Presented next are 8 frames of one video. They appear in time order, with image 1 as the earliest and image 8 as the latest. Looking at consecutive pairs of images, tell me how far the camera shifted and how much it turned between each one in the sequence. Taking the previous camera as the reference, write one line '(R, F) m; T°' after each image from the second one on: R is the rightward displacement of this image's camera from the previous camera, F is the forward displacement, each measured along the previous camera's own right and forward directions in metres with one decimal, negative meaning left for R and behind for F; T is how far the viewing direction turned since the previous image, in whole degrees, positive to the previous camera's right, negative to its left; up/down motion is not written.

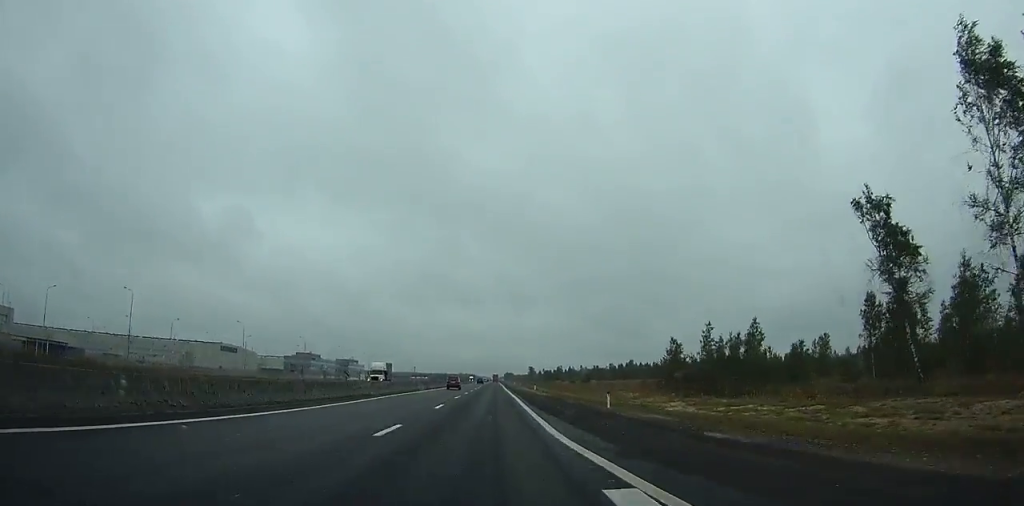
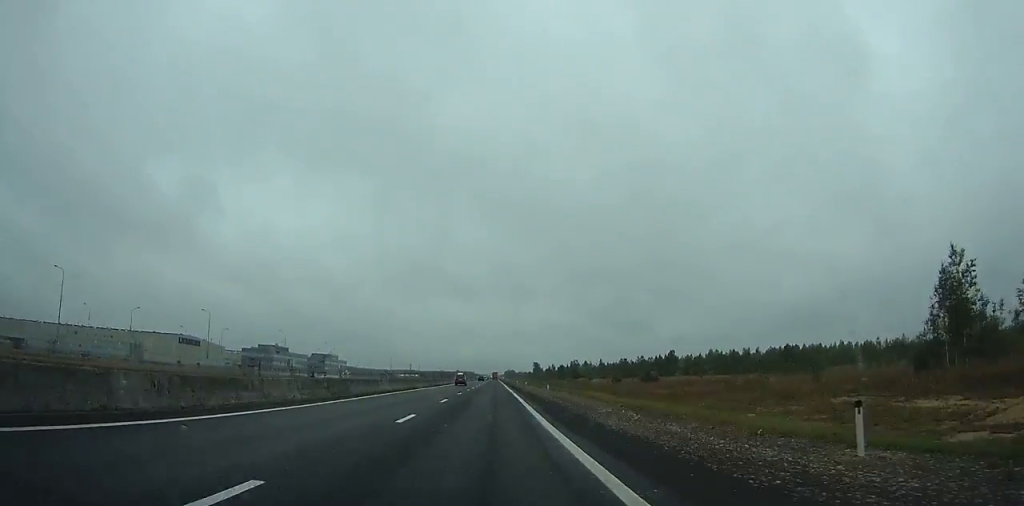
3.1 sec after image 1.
(-0.1, +69.1) m; 0°
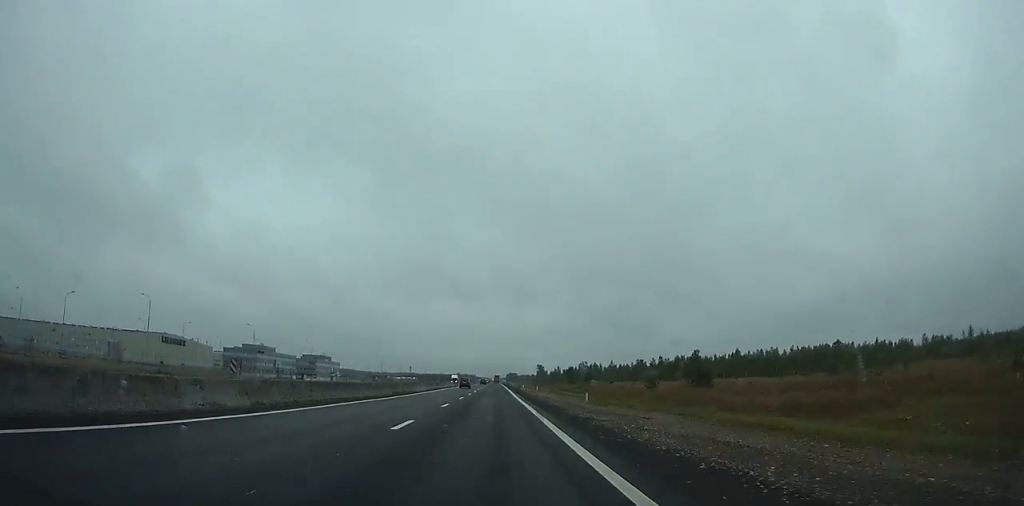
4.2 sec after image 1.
(0.0, +25.4) m; 0°
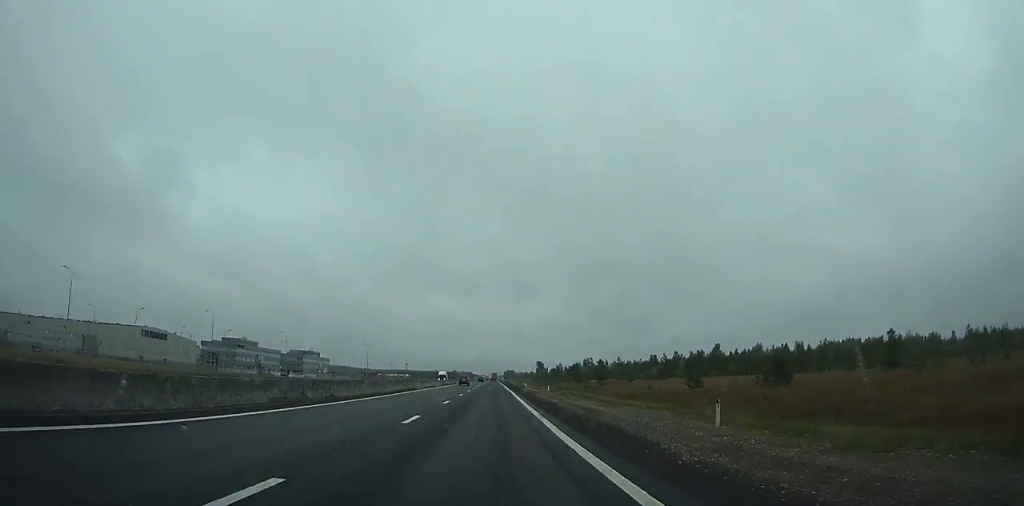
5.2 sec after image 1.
(0.0, +22.3) m; 0°
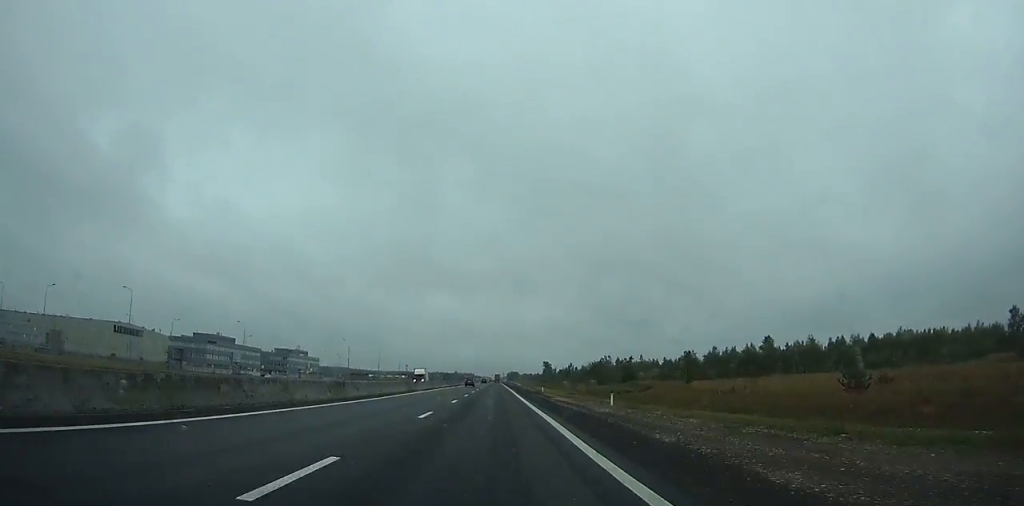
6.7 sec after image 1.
(0.0, +34.2) m; 0°
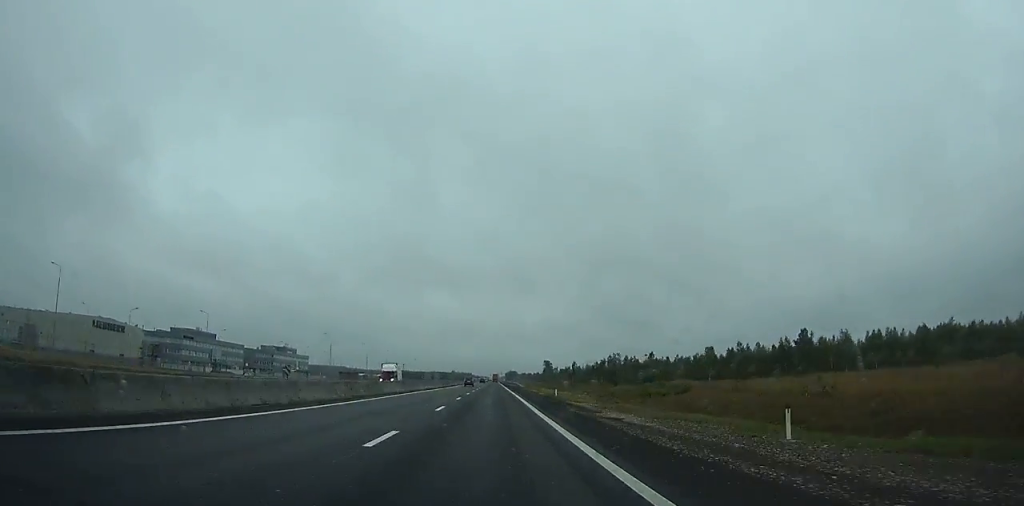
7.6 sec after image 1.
(+0.1, +19.3) m; 0°
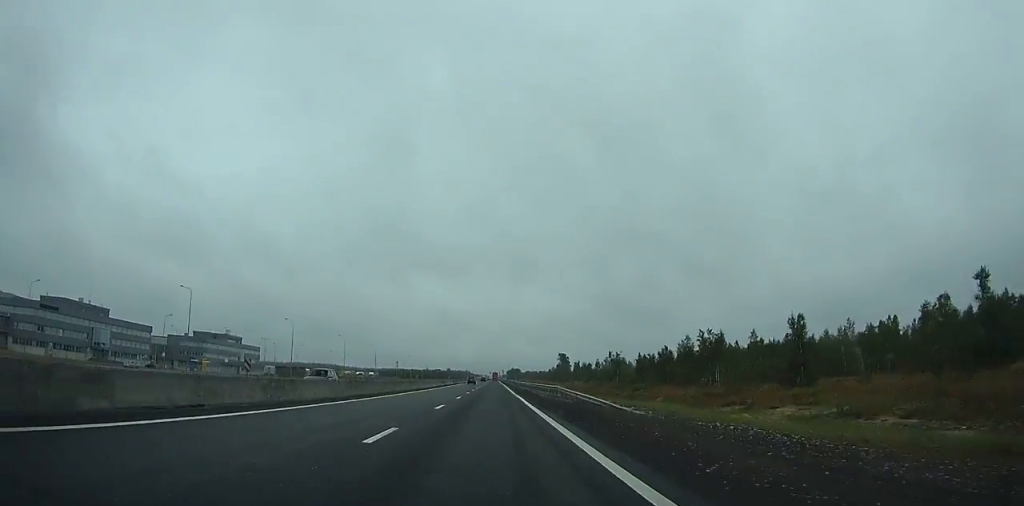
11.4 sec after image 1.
(-0.2, +83.6) m; 0°
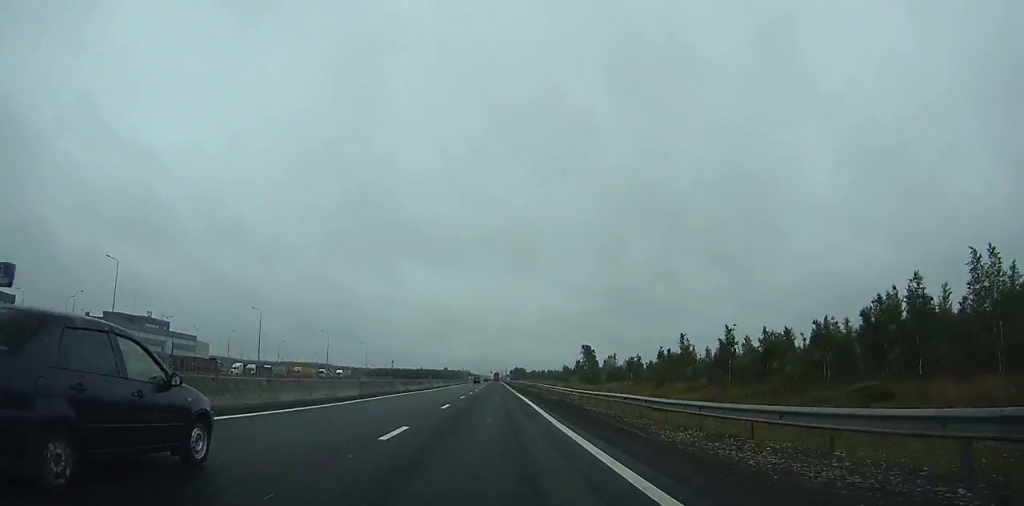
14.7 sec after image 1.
(+0.1, +71.0) m; 0°
